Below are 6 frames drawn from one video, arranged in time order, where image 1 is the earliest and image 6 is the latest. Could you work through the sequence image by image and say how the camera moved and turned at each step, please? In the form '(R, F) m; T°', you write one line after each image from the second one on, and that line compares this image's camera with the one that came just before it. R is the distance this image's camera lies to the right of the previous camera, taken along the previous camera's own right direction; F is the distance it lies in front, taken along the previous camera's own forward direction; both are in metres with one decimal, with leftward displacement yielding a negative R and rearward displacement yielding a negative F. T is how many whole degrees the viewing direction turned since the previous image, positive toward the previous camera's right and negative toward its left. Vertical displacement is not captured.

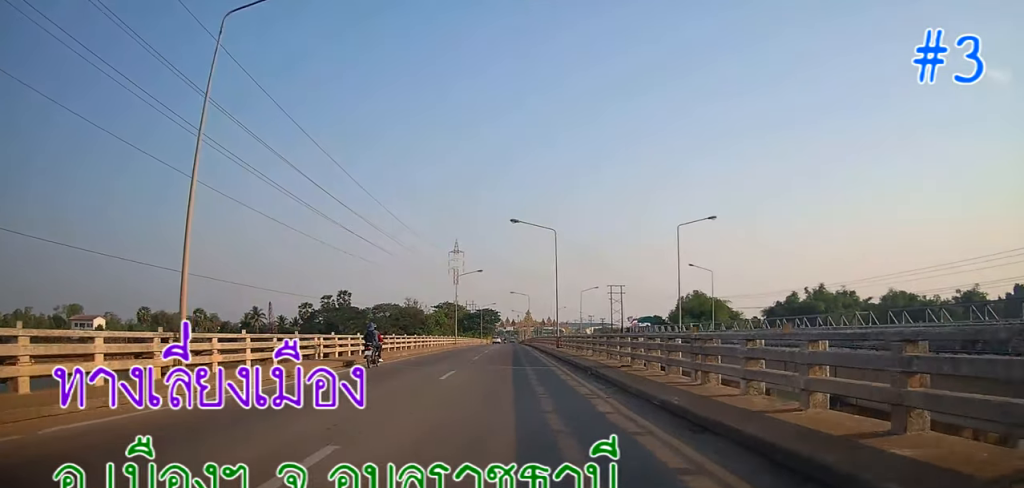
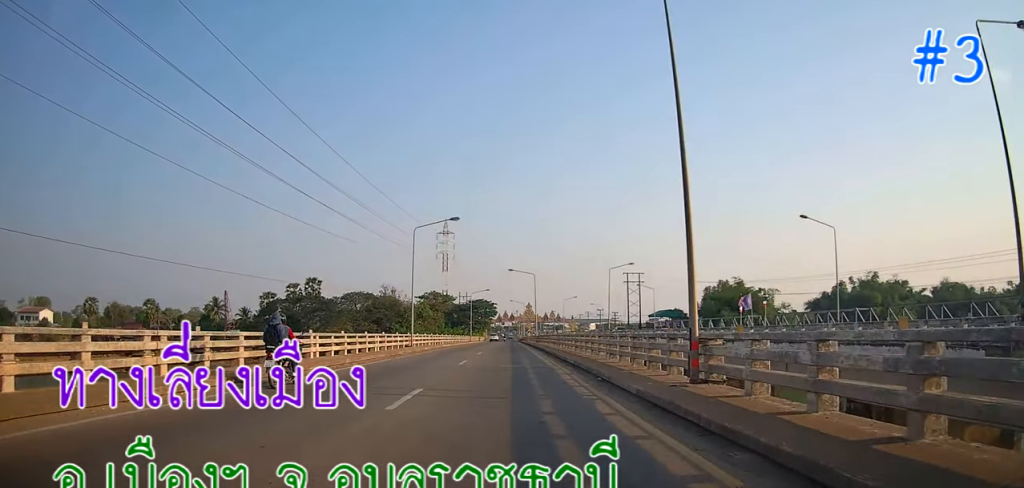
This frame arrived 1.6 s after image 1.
(-0.6, +31.3) m; -2°
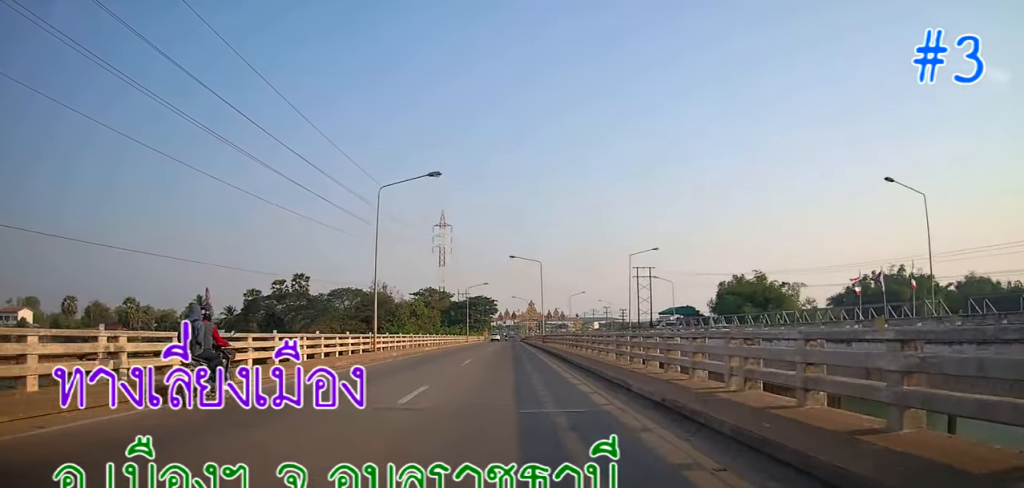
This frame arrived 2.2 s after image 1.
(-0.1, +11.7) m; +2°
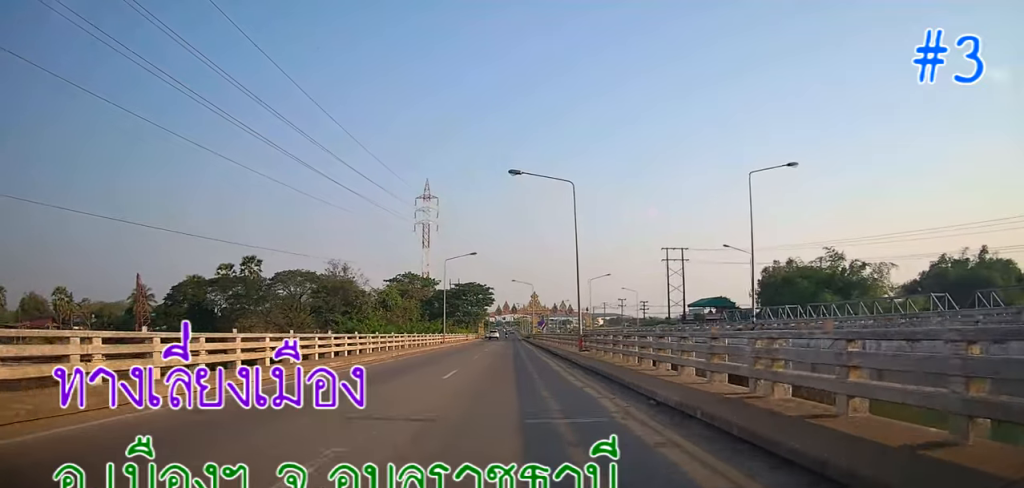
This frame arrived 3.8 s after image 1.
(+0.7, +31.1) m; 0°
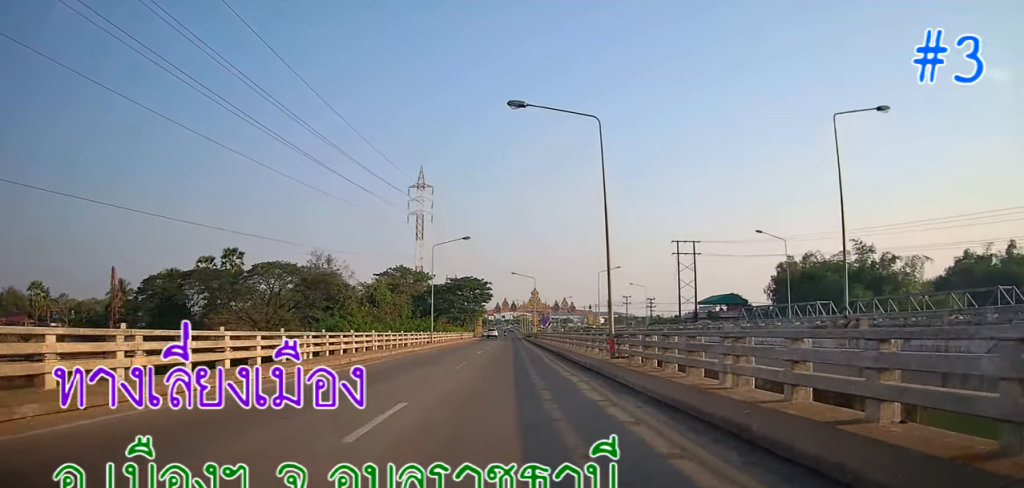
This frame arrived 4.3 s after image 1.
(-0.3, +8.8) m; -1°
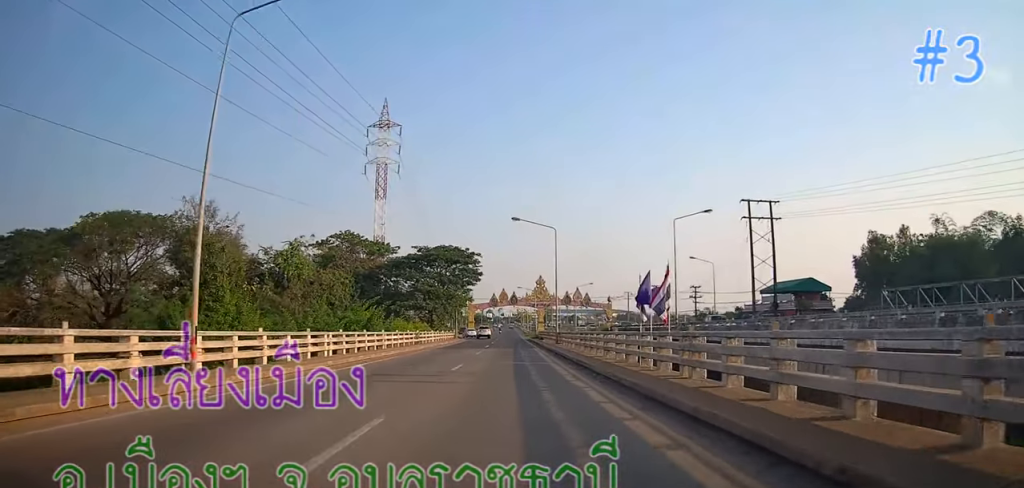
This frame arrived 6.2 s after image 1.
(-0.4, +37.9) m; -1°
